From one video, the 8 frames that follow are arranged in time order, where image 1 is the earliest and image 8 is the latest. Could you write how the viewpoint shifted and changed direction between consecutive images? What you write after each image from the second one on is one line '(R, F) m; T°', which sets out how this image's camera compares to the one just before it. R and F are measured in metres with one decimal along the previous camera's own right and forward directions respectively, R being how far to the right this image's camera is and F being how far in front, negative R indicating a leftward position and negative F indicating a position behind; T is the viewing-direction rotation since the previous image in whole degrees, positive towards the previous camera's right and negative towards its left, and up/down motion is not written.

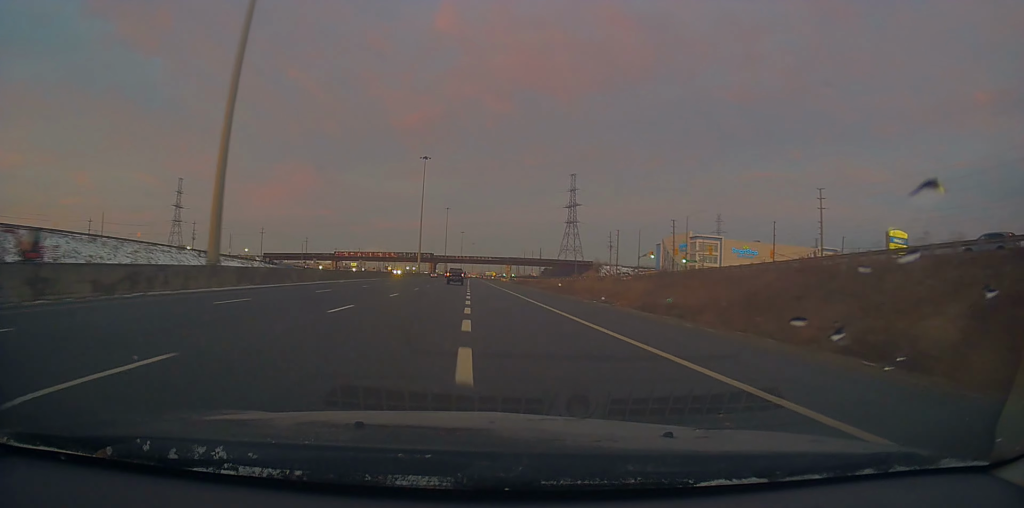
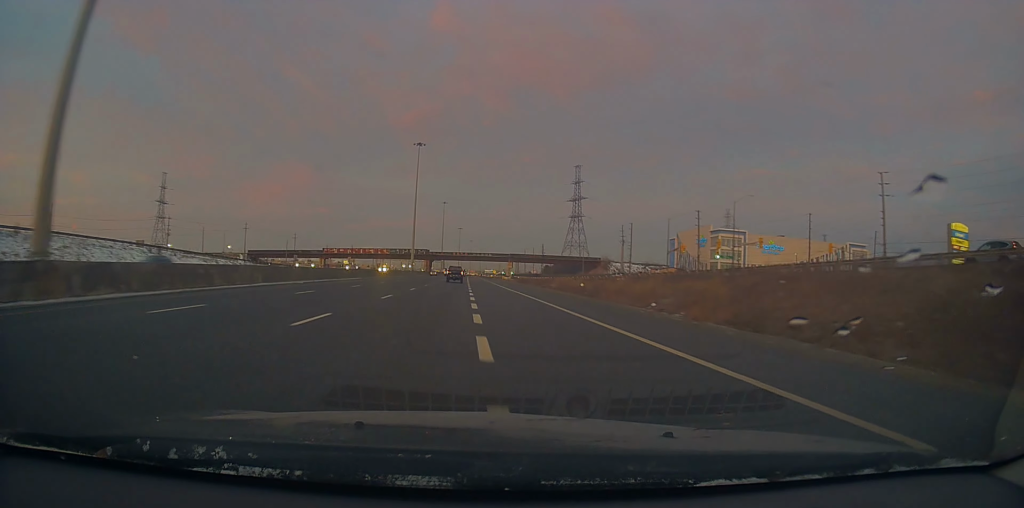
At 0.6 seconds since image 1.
(-0.1, +16.5) m; 0°
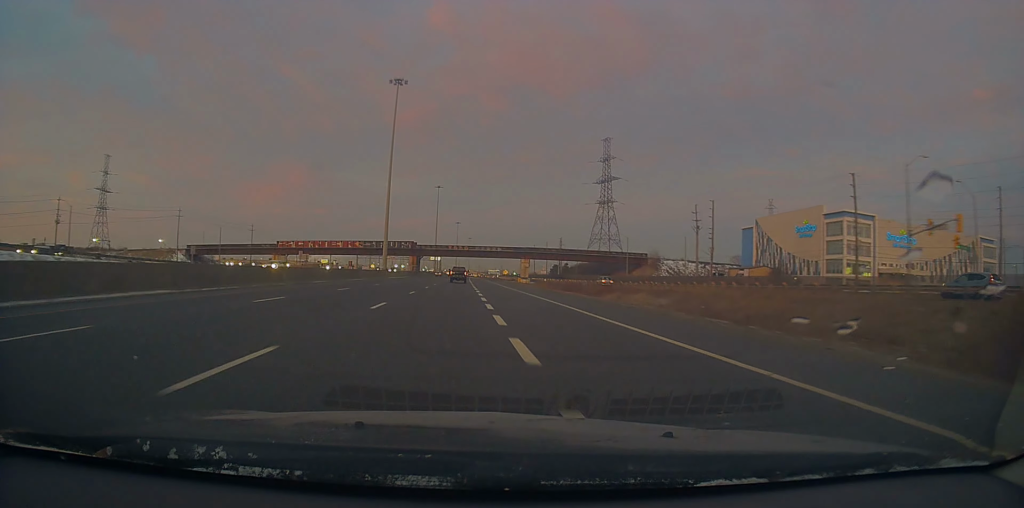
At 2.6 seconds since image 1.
(+0.8, +55.0) m; +1°
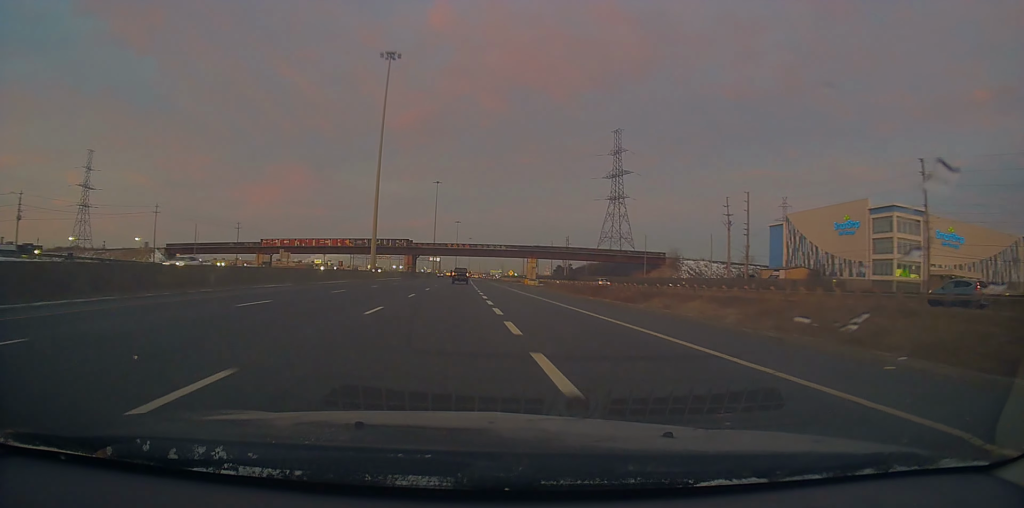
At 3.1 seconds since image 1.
(0.0, +14.2) m; 0°
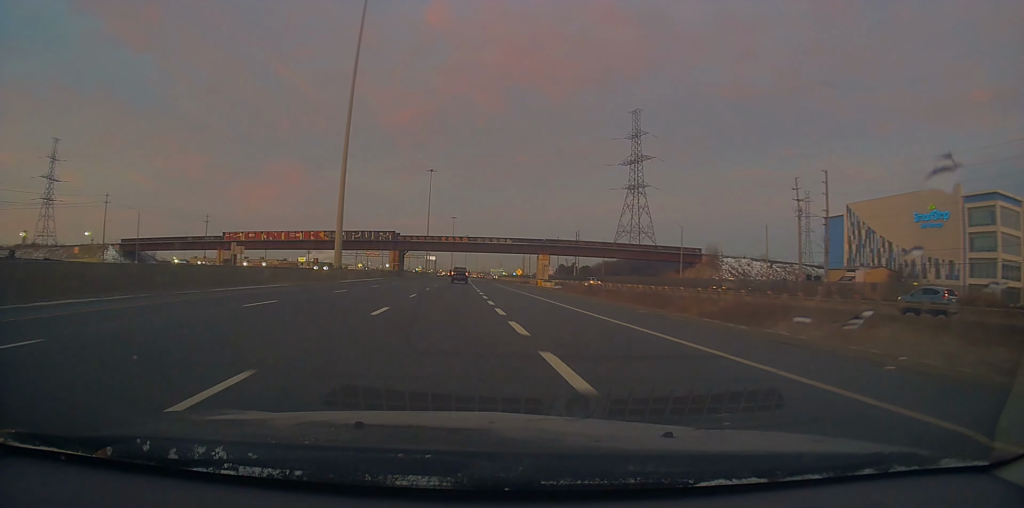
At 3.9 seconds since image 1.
(-0.3, +23.8) m; +1°
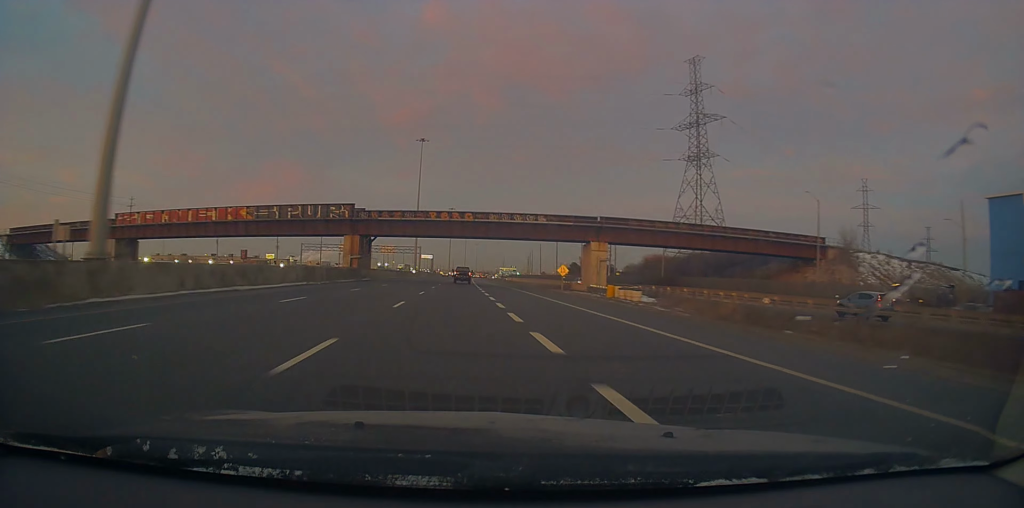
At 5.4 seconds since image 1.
(+0.5, +44.5) m; 0°
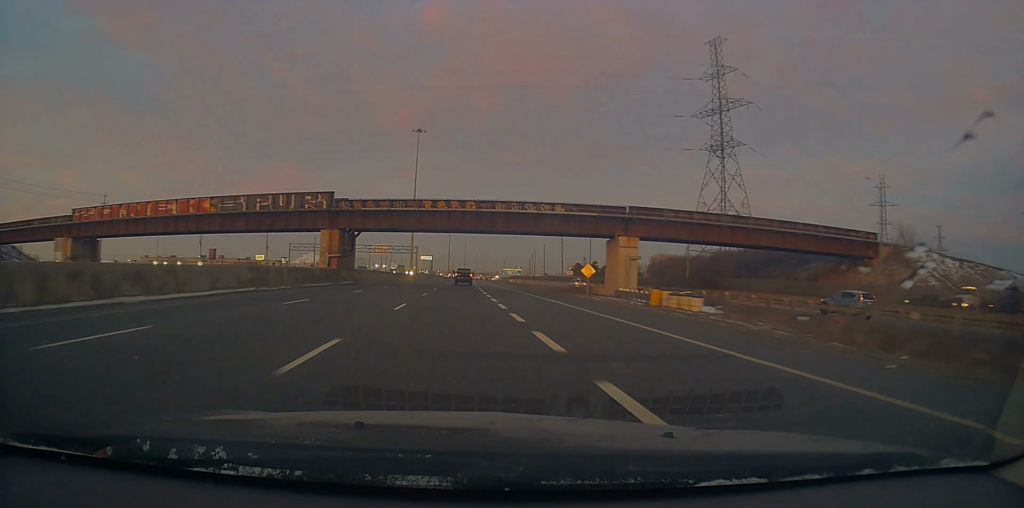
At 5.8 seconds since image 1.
(-0.2, +11.8) m; -1°
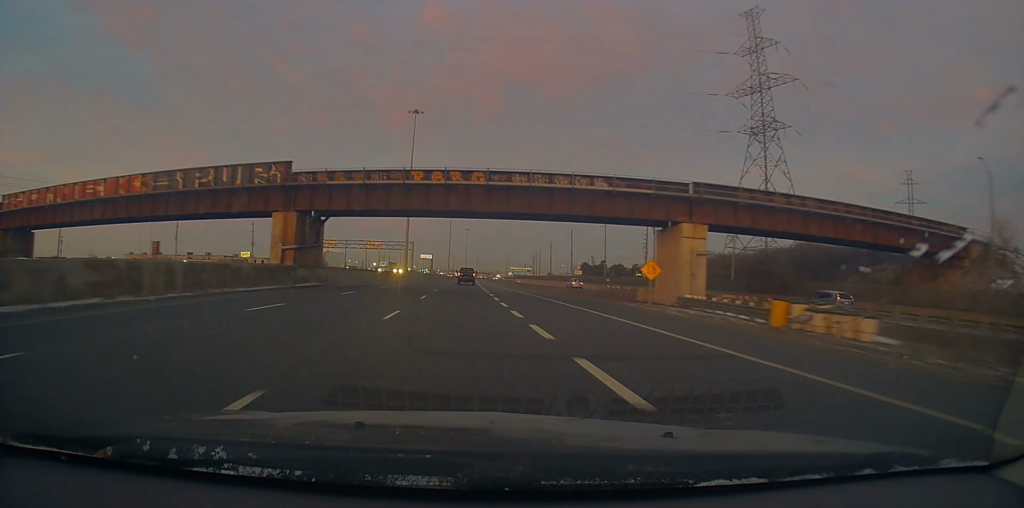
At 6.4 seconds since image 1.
(+0.1, +16.2) m; 0°
